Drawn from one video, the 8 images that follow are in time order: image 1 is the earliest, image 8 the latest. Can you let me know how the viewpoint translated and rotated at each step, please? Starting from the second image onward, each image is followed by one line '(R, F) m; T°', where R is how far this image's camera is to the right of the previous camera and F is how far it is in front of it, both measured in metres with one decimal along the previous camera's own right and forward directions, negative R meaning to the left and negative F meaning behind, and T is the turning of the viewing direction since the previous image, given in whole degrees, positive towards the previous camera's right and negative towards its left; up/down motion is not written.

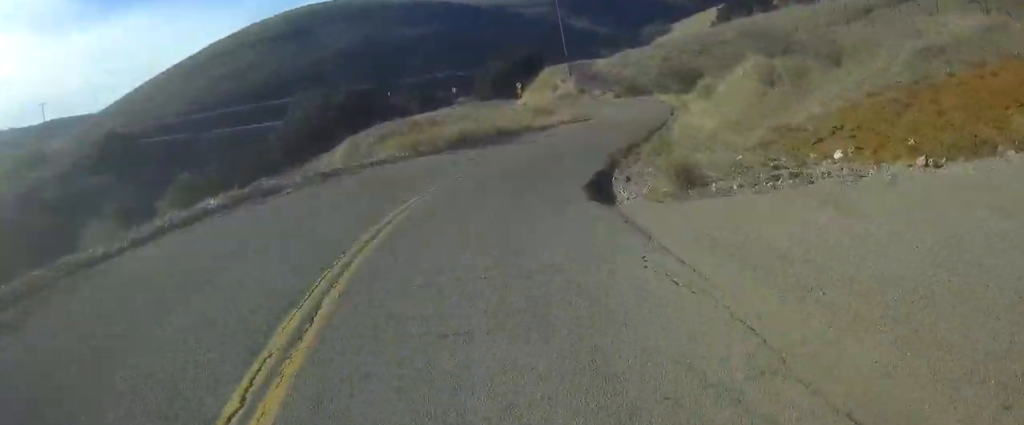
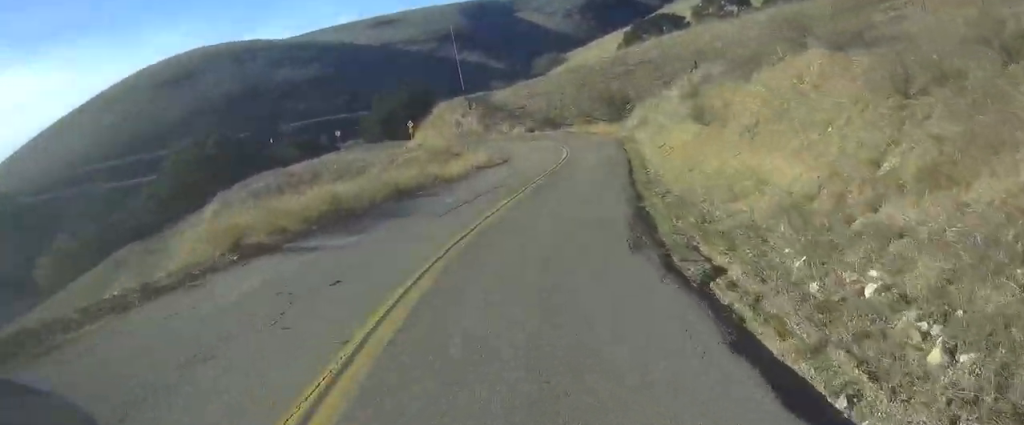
(+1.7, +12.7) m; +15°
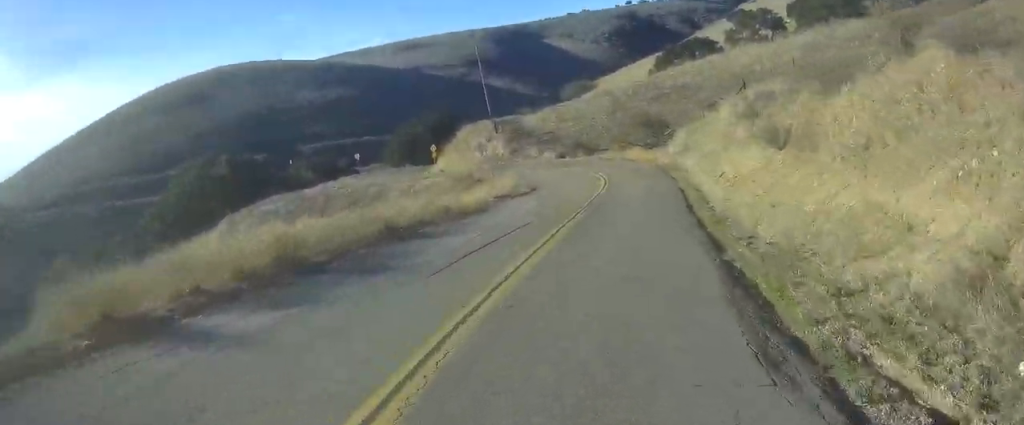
(+0.3, +5.0) m; +4°
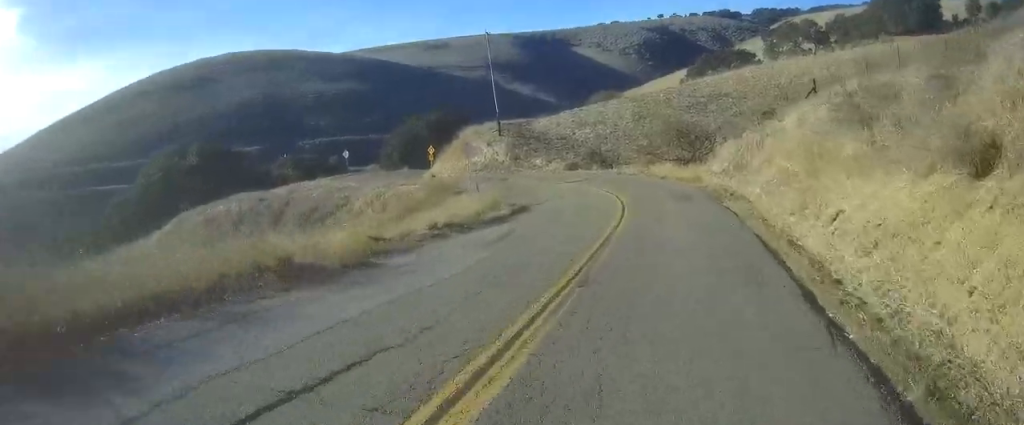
(+0.7, +10.6) m; +5°
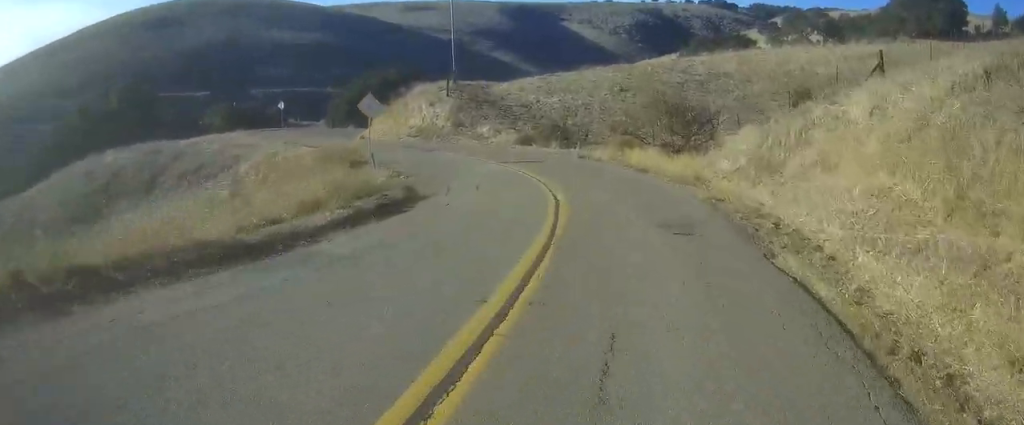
(+0.2, +11.0) m; -3°
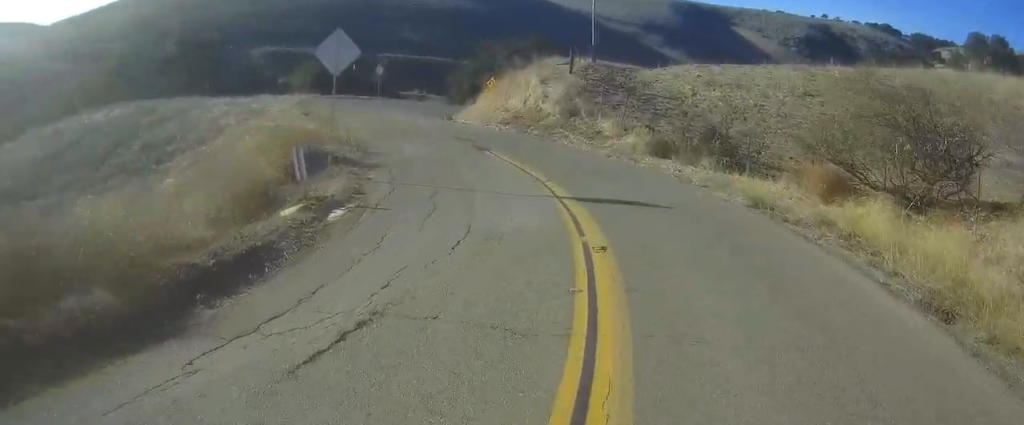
(-1.4, +14.2) m; -10°
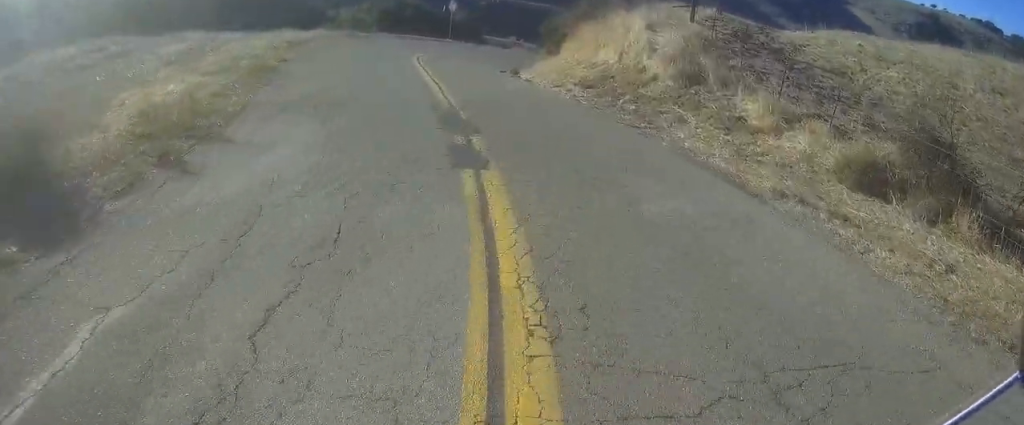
(-0.3, +11.5) m; -10°
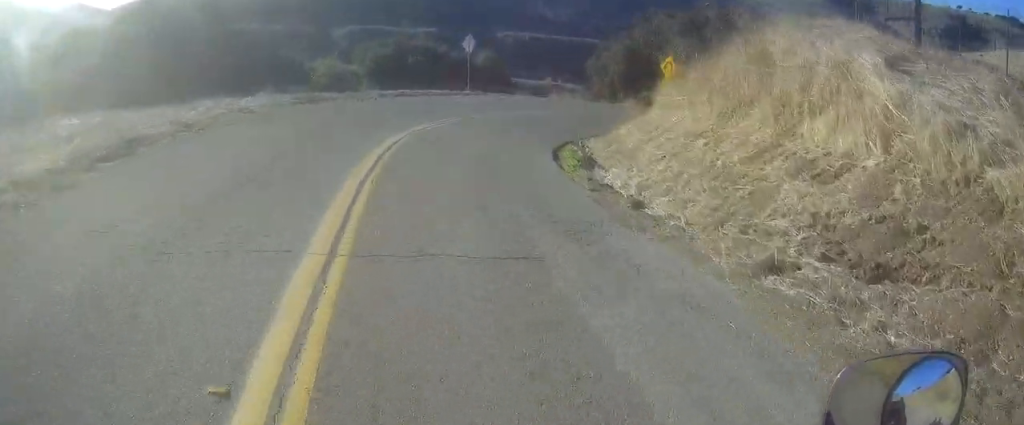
(-2.3, +13.5) m; -15°
